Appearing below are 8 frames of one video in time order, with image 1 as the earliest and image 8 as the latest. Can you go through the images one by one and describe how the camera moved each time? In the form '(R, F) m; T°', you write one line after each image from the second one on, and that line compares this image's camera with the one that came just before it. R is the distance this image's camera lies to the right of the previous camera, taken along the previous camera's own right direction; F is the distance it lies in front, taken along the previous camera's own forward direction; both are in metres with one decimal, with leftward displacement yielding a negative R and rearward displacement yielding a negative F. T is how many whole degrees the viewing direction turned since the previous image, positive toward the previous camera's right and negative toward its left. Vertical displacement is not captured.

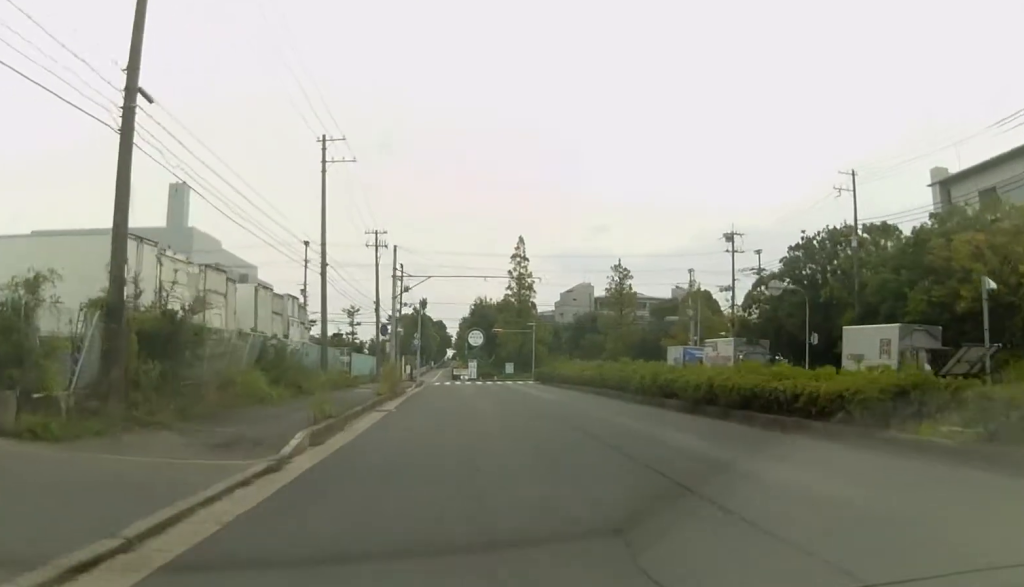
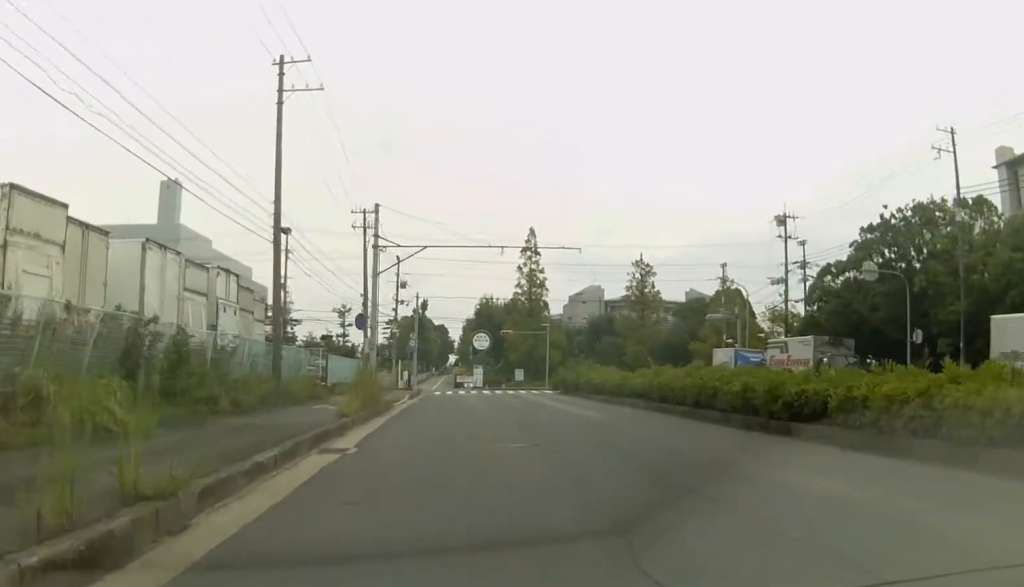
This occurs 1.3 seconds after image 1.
(-0.3, +12.2) m; 0°
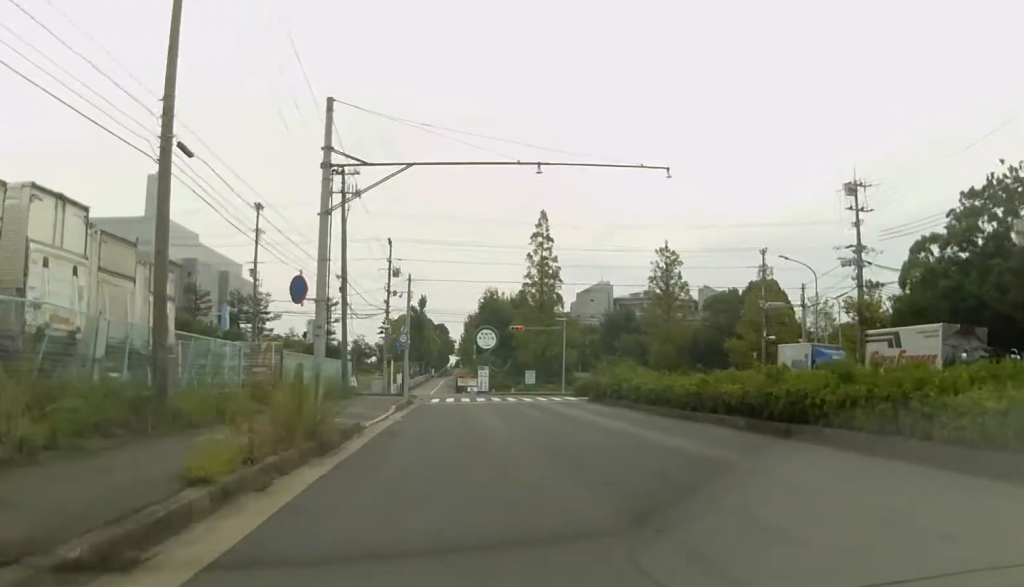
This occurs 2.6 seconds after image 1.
(+0.4, +12.5) m; +1°
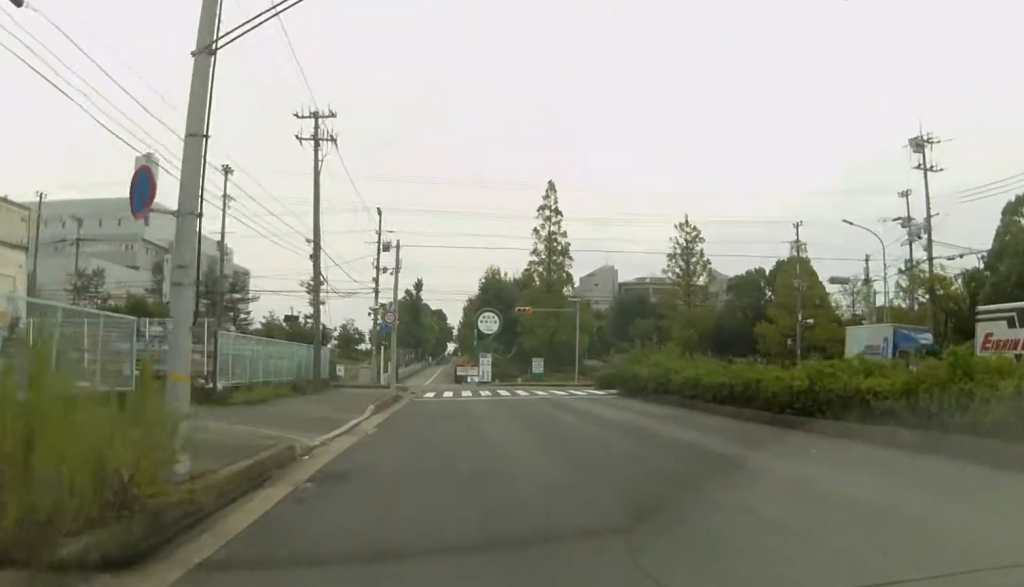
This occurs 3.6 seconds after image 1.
(-0.1, +9.2) m; -1°
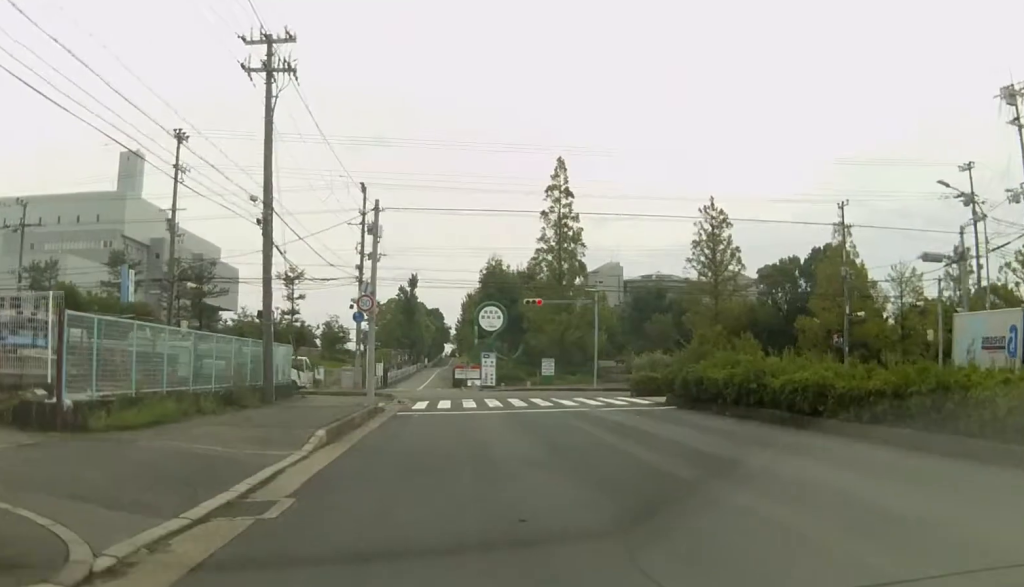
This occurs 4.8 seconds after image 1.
(+0.1, +10.0) m; +1°
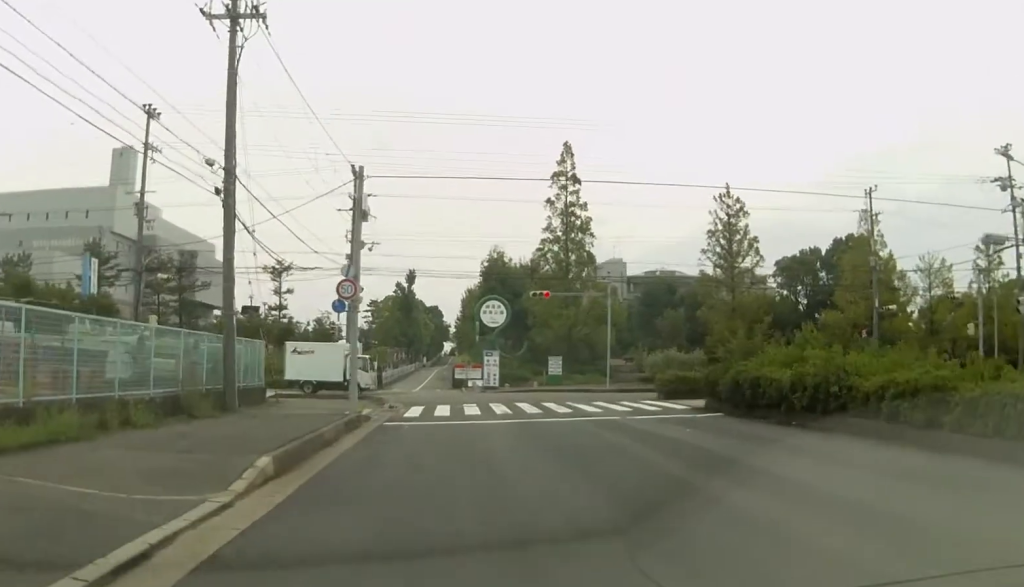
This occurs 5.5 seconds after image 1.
(0.0, +5.1) m; 0°
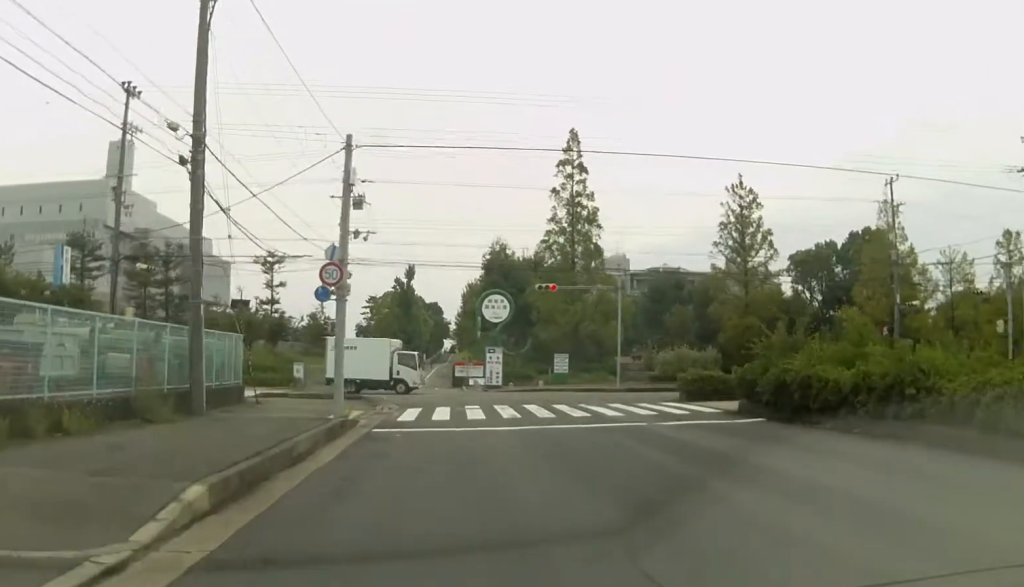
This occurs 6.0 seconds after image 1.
(-0.1, +3.3) m; -1°
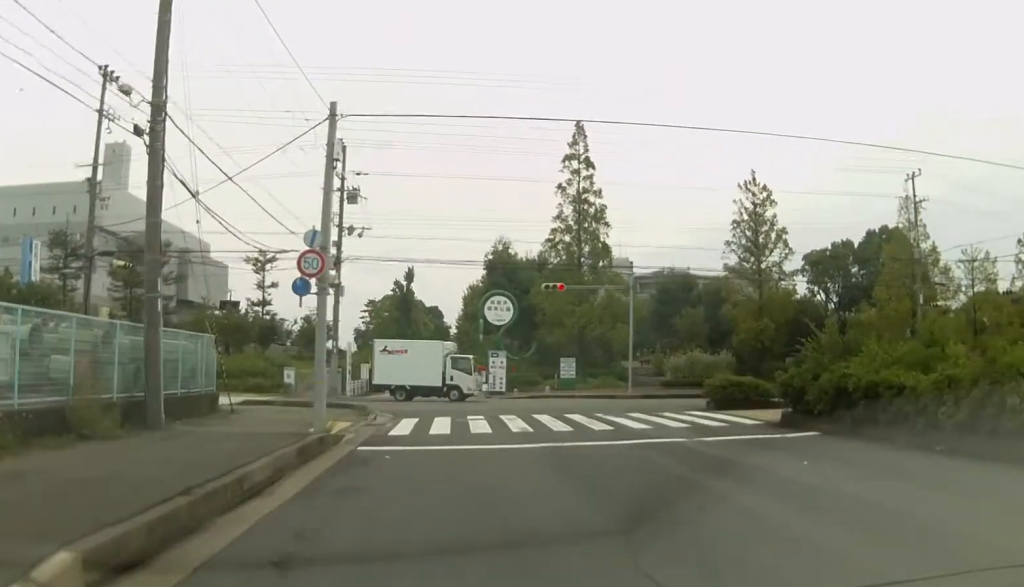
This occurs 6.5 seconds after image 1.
(0.0, +3.3) m; 0°
